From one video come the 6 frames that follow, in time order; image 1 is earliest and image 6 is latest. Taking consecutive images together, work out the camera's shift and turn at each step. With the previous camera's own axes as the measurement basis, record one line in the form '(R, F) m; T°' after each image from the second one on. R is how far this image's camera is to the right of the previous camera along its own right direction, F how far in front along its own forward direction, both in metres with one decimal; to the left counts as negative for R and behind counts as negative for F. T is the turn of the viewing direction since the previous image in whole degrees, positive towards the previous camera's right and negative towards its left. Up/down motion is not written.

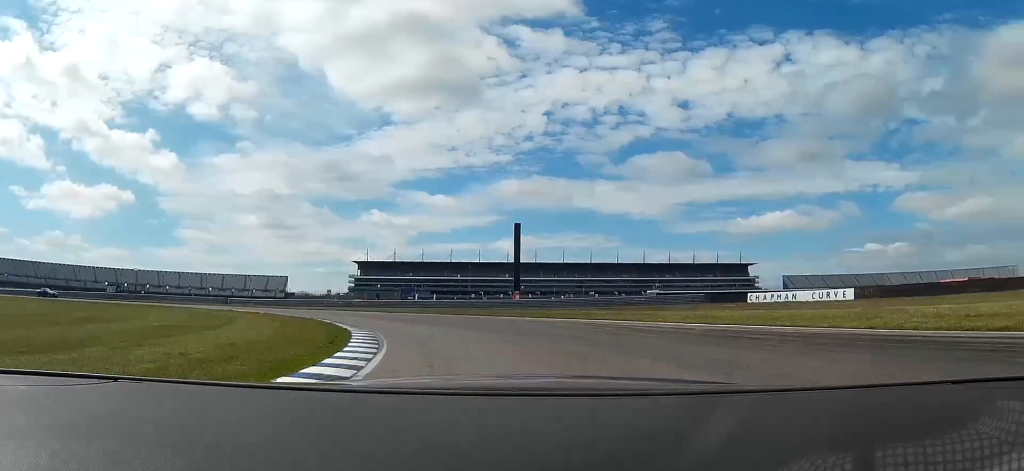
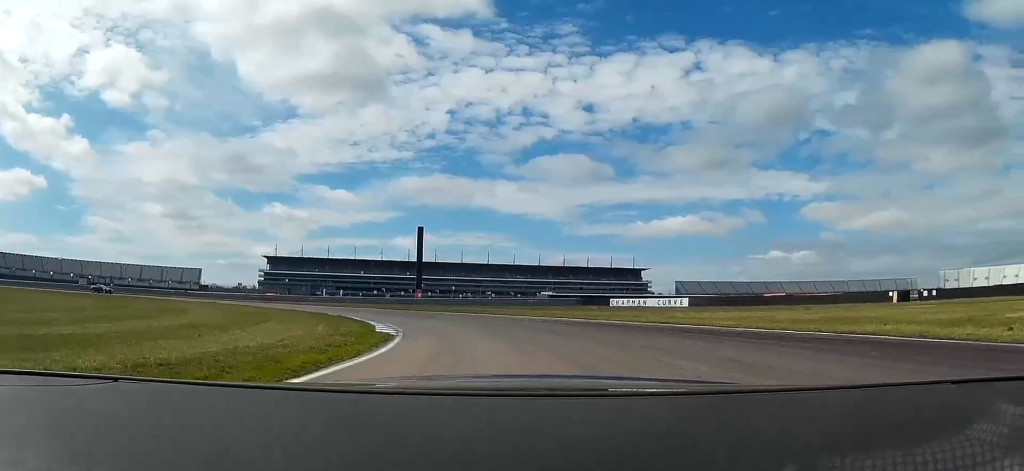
(+1.6, +18.7) m; +6°
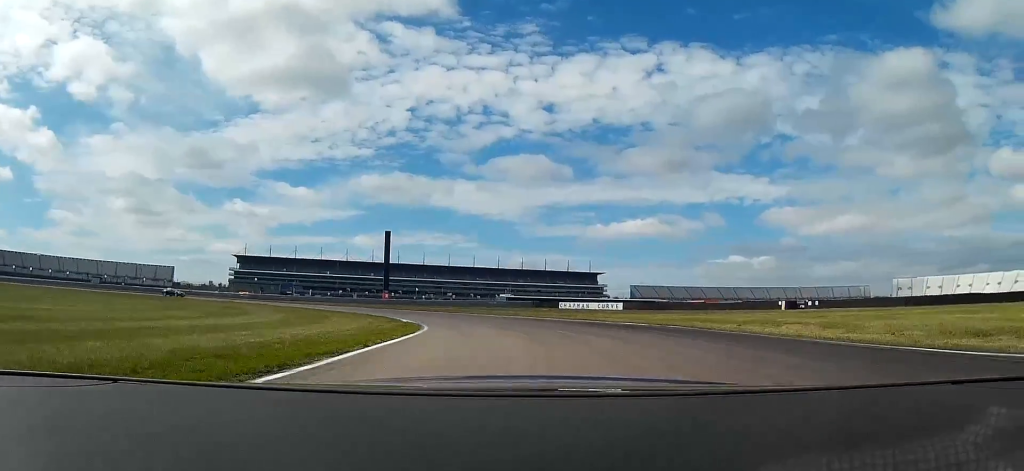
(+0.5, +14.8) m; +3°
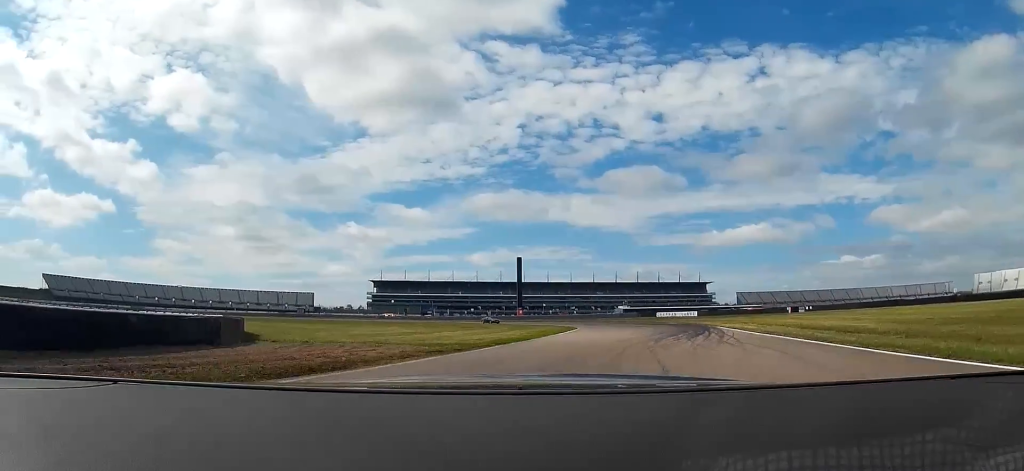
(-1.2, +42.6) m; -8°
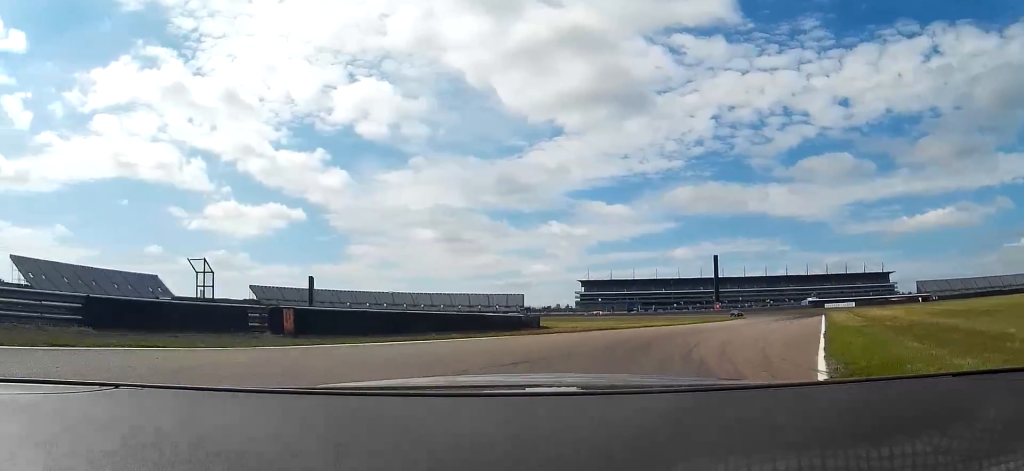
(-2.4, +26.2) m; -18°
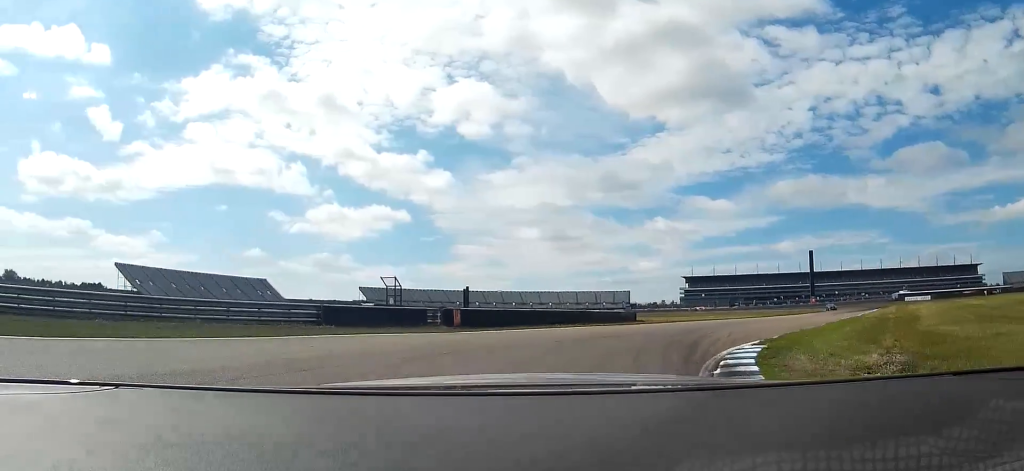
(-1.8, +11.2) m; -11°
